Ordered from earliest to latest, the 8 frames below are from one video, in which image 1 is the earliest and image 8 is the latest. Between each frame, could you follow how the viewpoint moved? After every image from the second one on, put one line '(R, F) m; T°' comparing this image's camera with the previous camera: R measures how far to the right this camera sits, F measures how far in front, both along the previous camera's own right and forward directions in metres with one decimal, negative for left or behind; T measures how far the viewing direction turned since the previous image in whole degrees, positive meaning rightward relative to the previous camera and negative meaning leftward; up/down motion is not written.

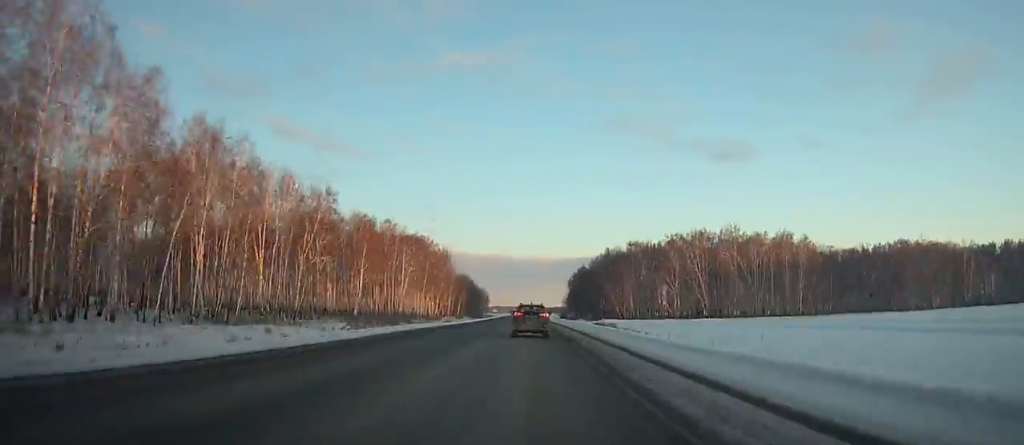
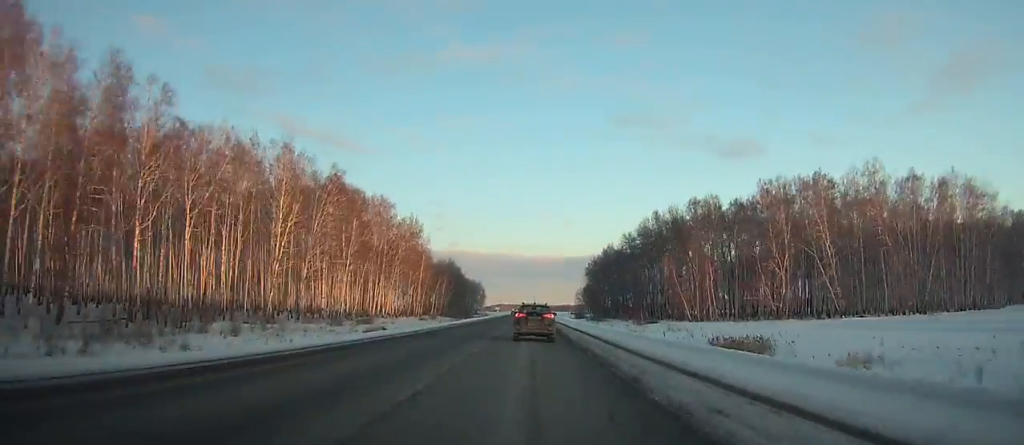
(-0.3, +68.3) m; 0°
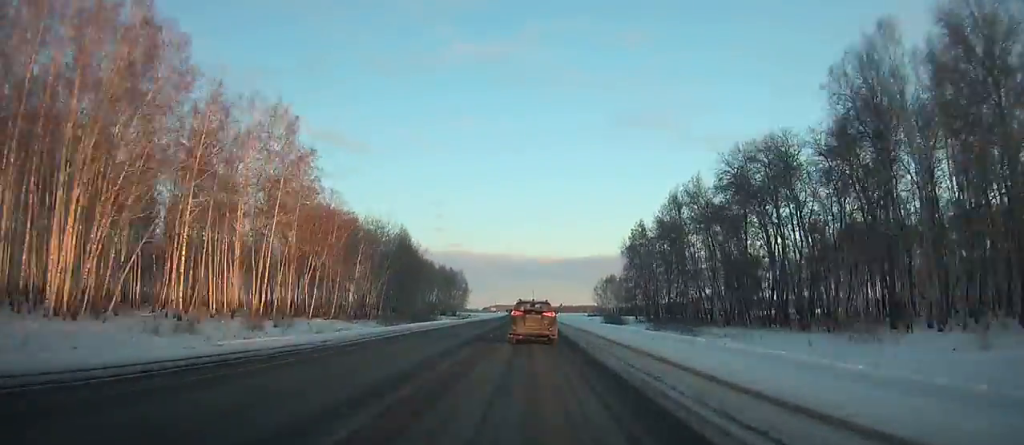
(-0.1, +87.0) m; 0°
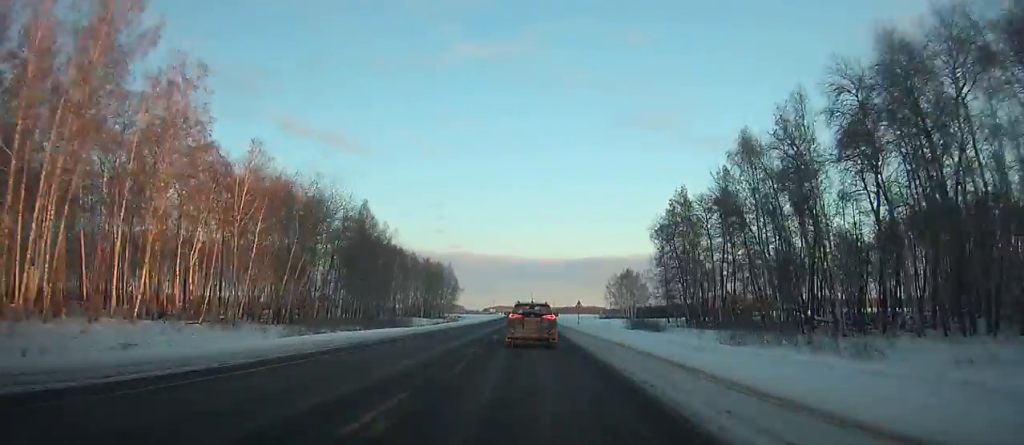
(0.0, +32.8) m; 0°
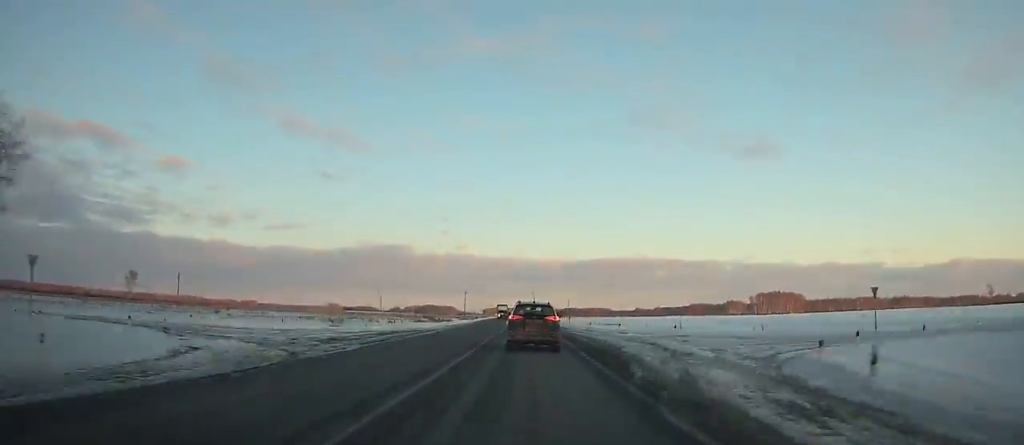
(-0.1, +183.9) m; 0°
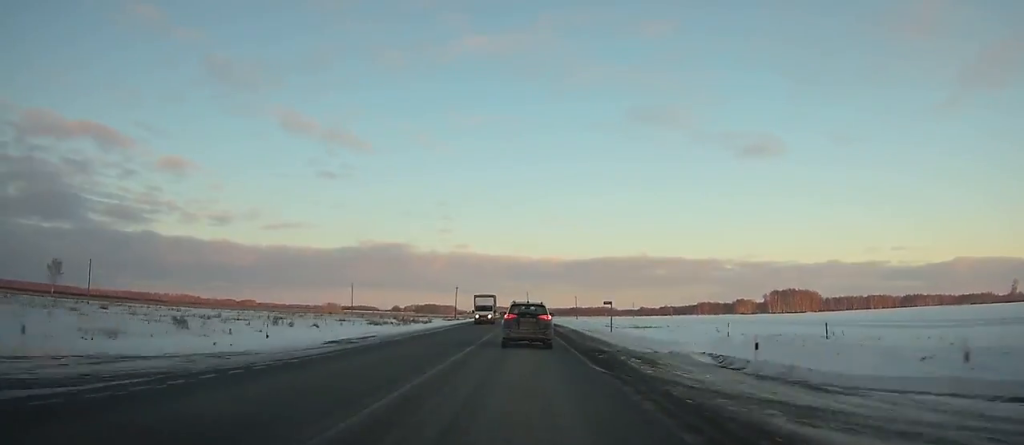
(0.0, +35.6) m; 0°
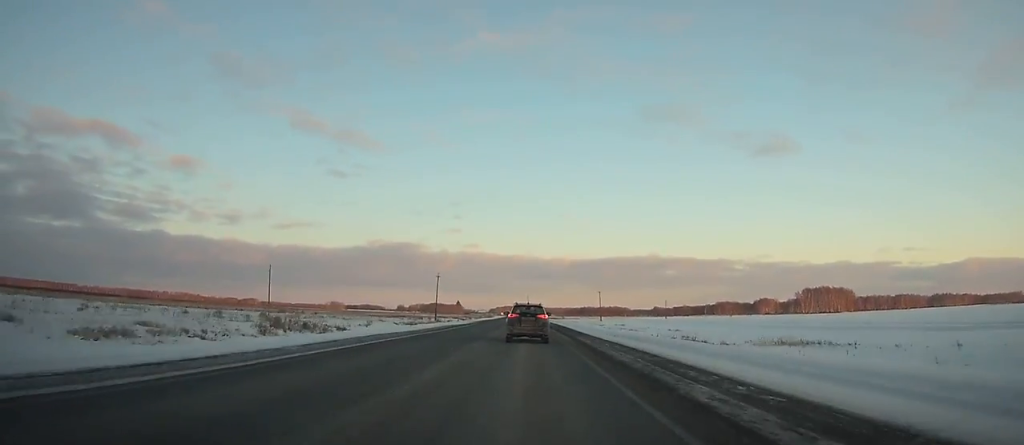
(-0.3, +58.3) m; -1°
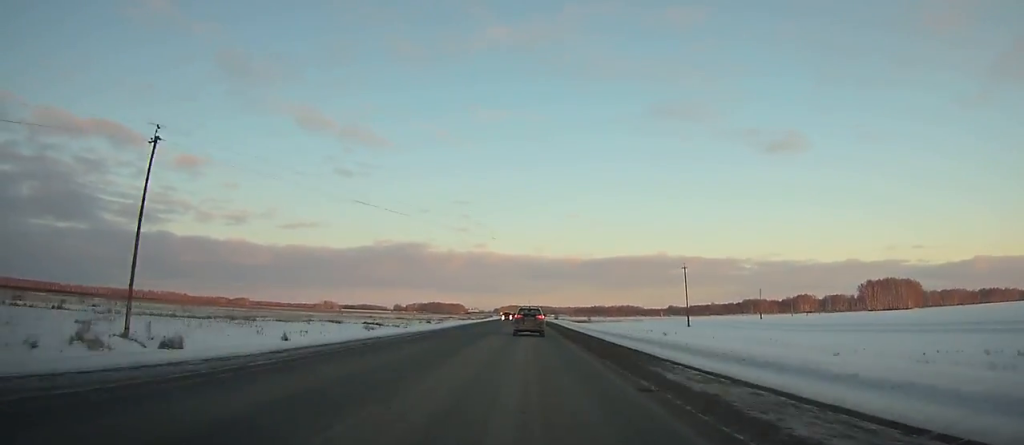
(-0.9, +111.9) m; -1°
